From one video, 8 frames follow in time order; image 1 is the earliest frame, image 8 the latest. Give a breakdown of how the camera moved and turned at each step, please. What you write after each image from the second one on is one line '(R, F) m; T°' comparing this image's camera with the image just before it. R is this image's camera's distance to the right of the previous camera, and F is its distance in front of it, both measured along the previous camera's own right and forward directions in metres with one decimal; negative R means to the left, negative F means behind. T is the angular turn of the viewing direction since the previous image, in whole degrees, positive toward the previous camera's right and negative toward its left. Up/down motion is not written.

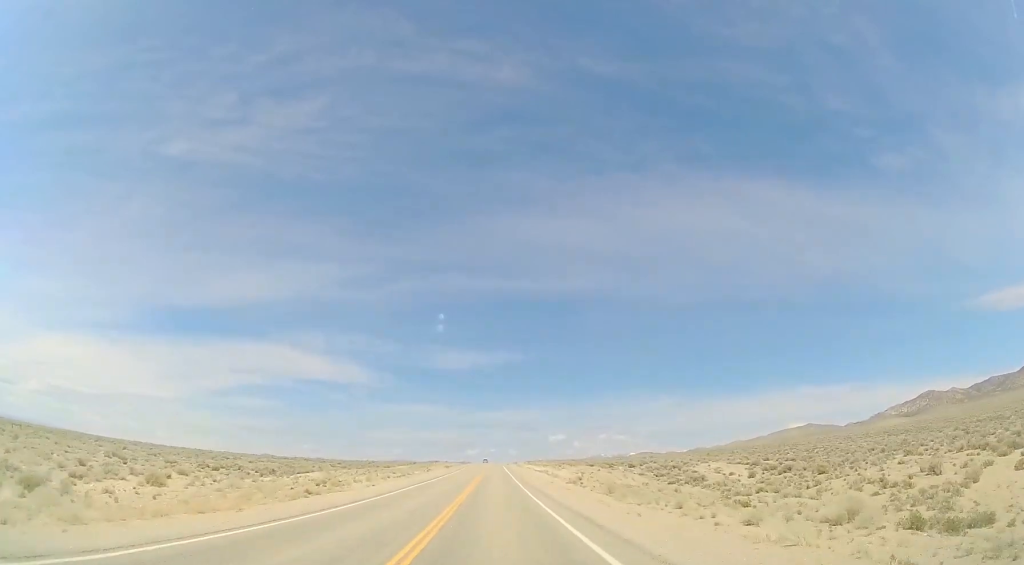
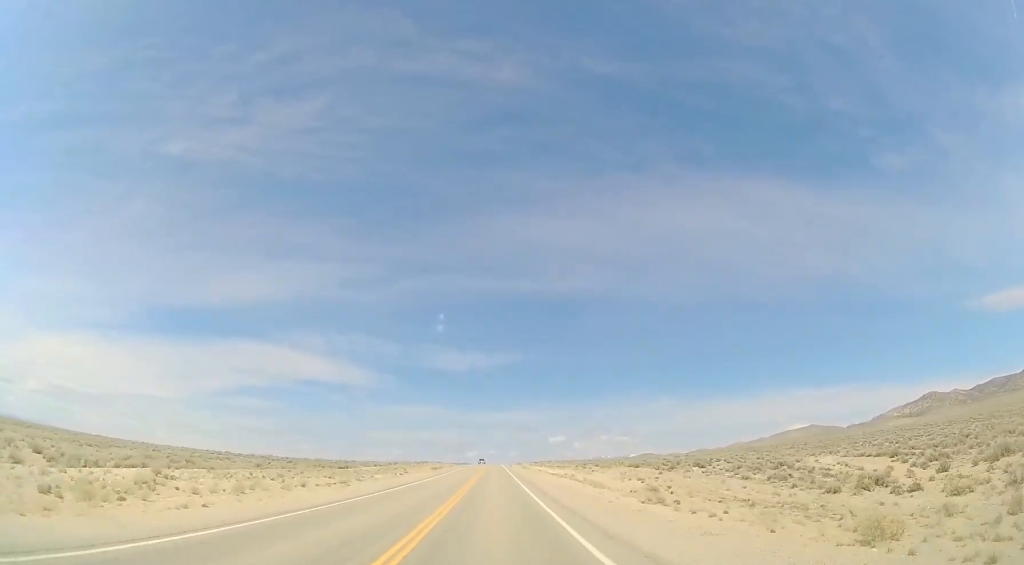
(+0.4, +24.7) m; +1°
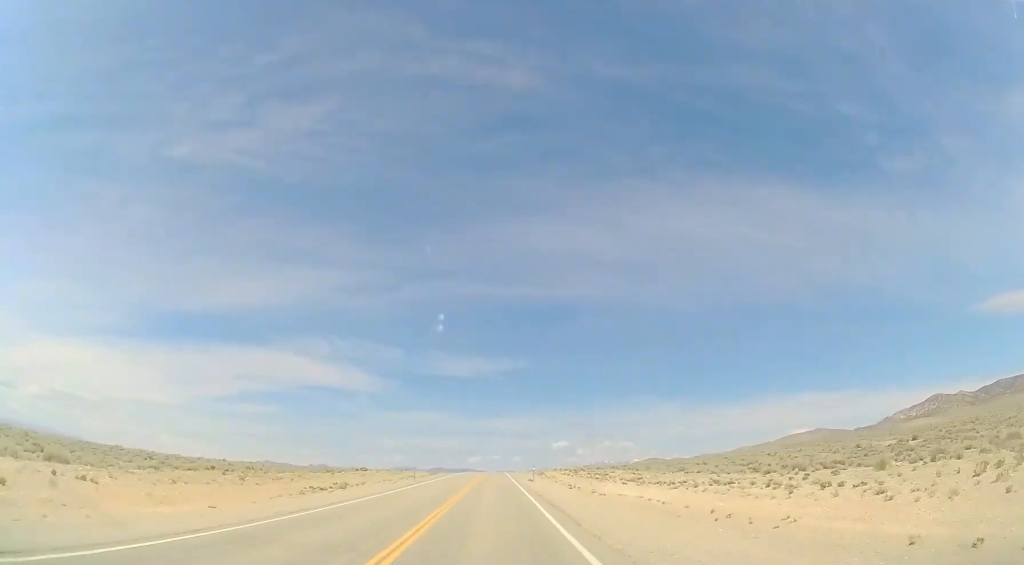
(-0.3, +64.2) m; -1°
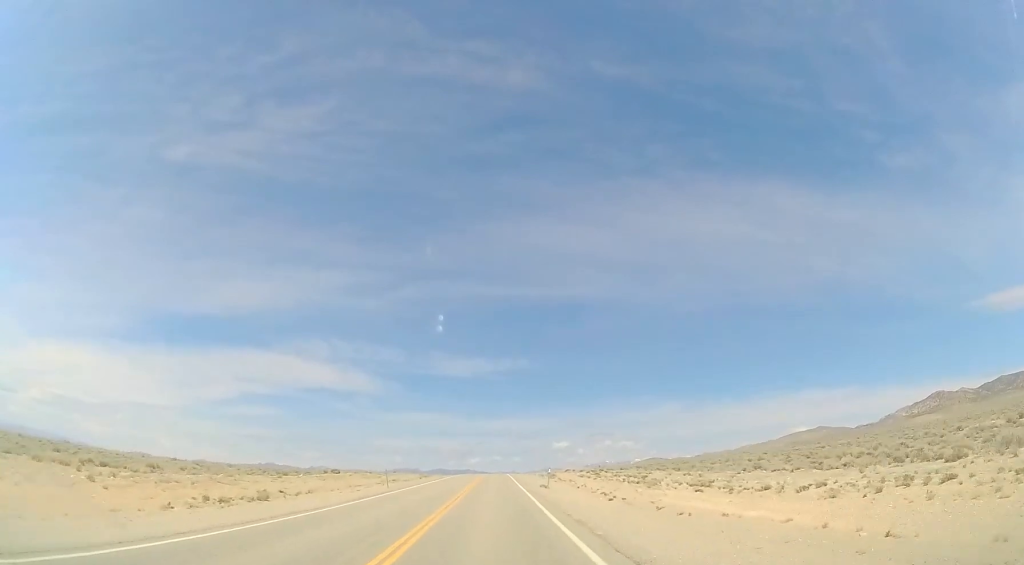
(-0.1, +12.8) m; 0°
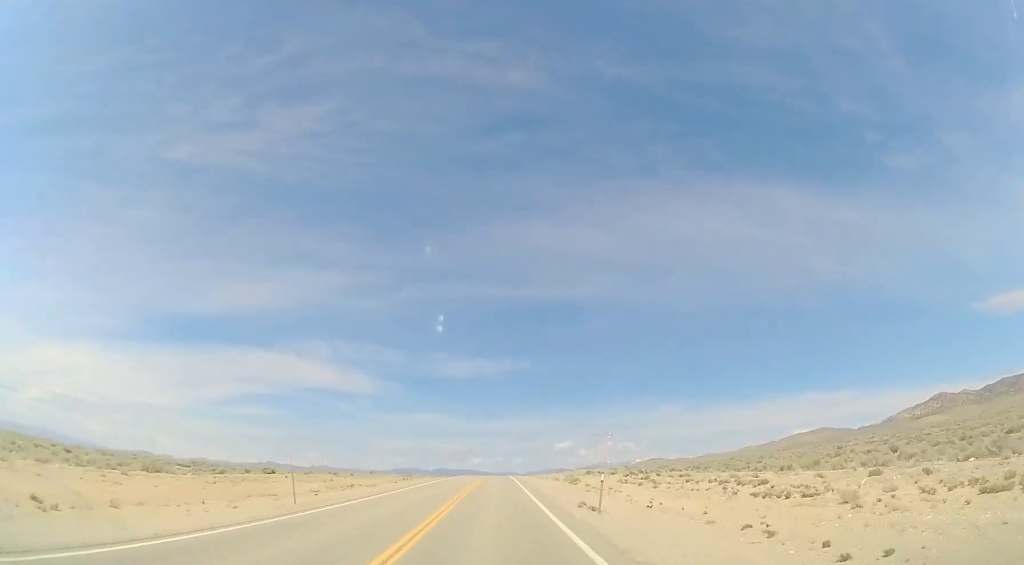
(0.0, +17.3) m; 0°
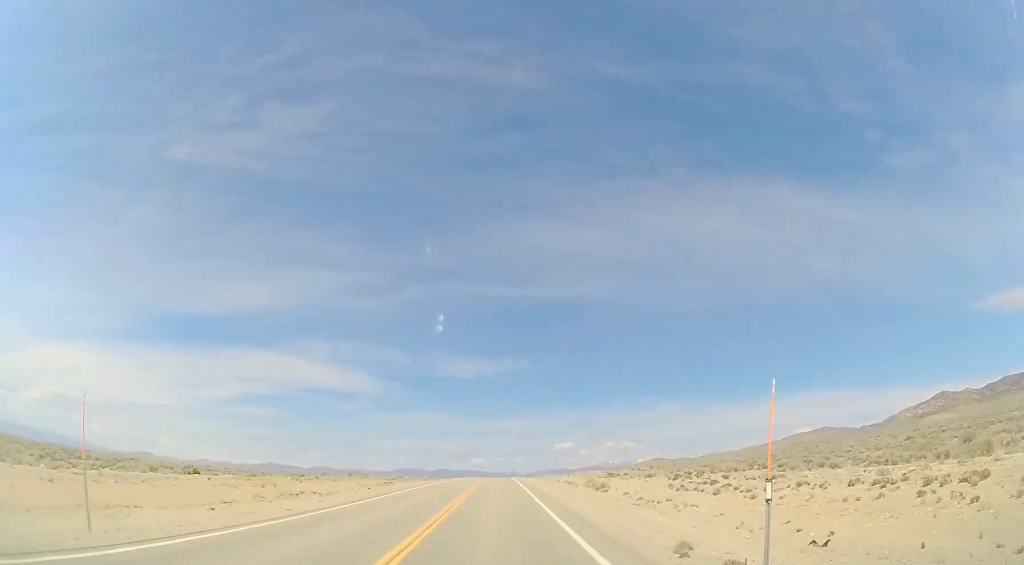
(0.0, +11.4) m; 0°
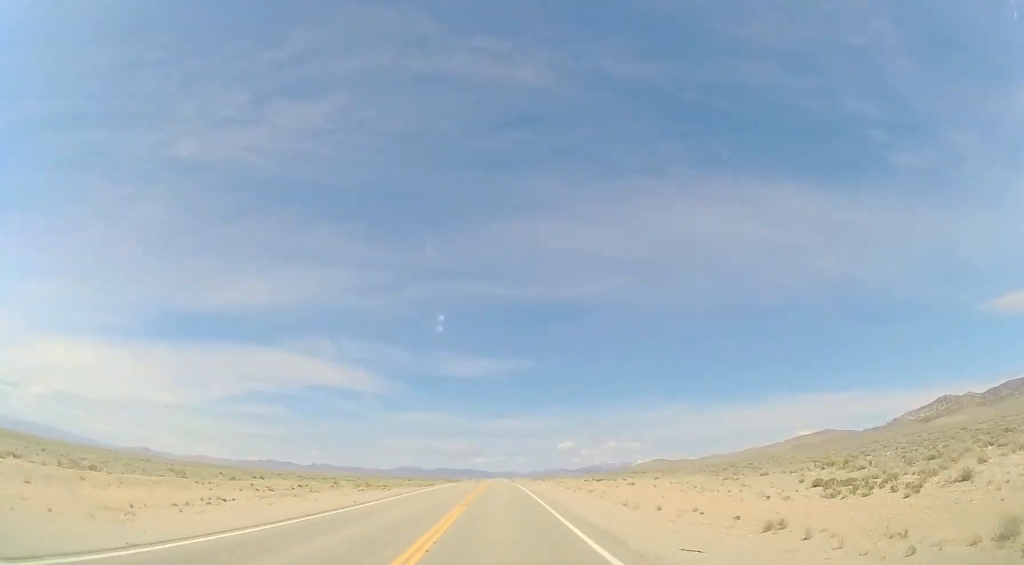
(-0.1, +36.1) m; -1°
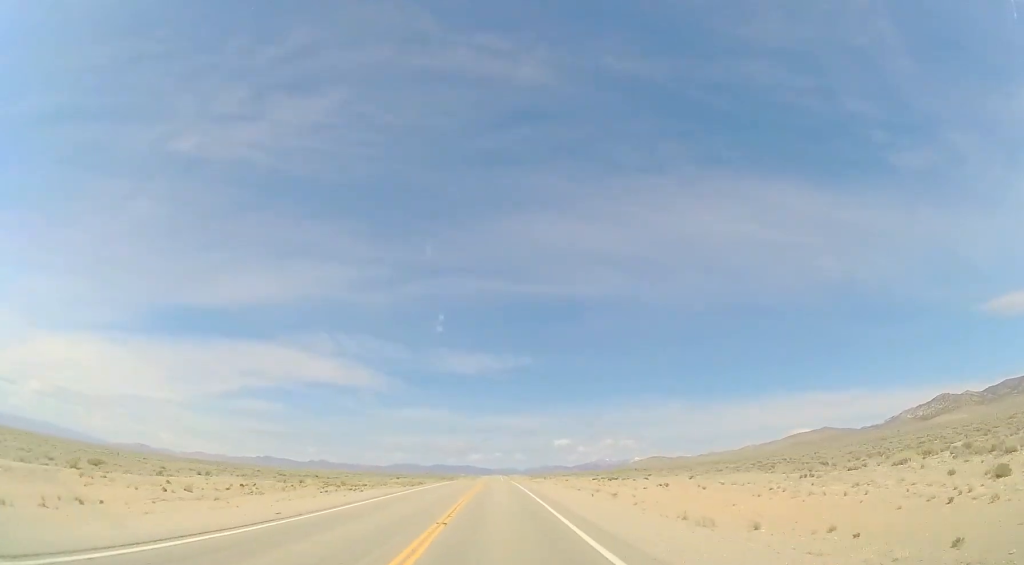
(-0.1, +8.9) m; 0°
